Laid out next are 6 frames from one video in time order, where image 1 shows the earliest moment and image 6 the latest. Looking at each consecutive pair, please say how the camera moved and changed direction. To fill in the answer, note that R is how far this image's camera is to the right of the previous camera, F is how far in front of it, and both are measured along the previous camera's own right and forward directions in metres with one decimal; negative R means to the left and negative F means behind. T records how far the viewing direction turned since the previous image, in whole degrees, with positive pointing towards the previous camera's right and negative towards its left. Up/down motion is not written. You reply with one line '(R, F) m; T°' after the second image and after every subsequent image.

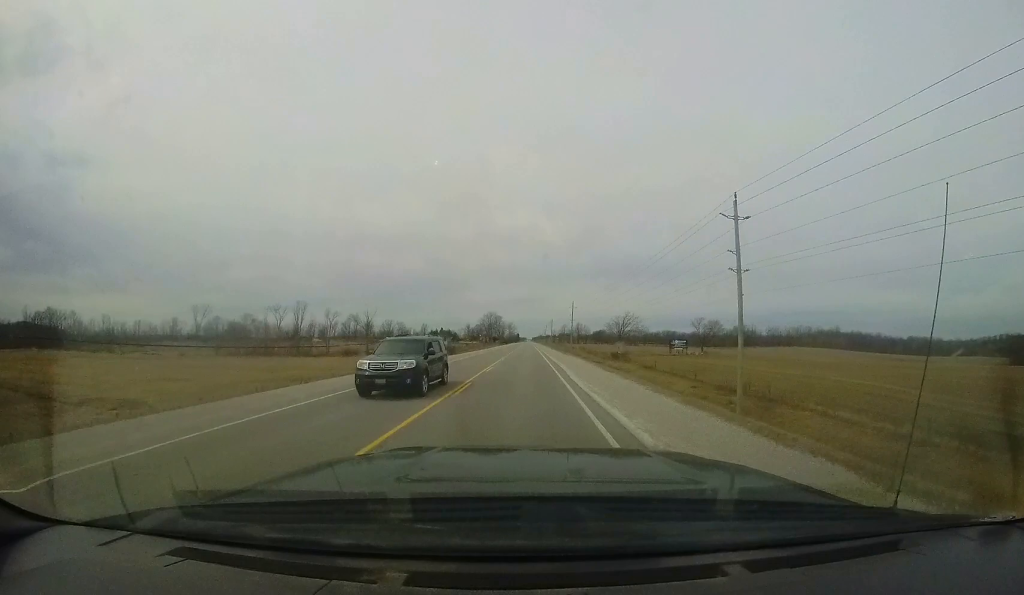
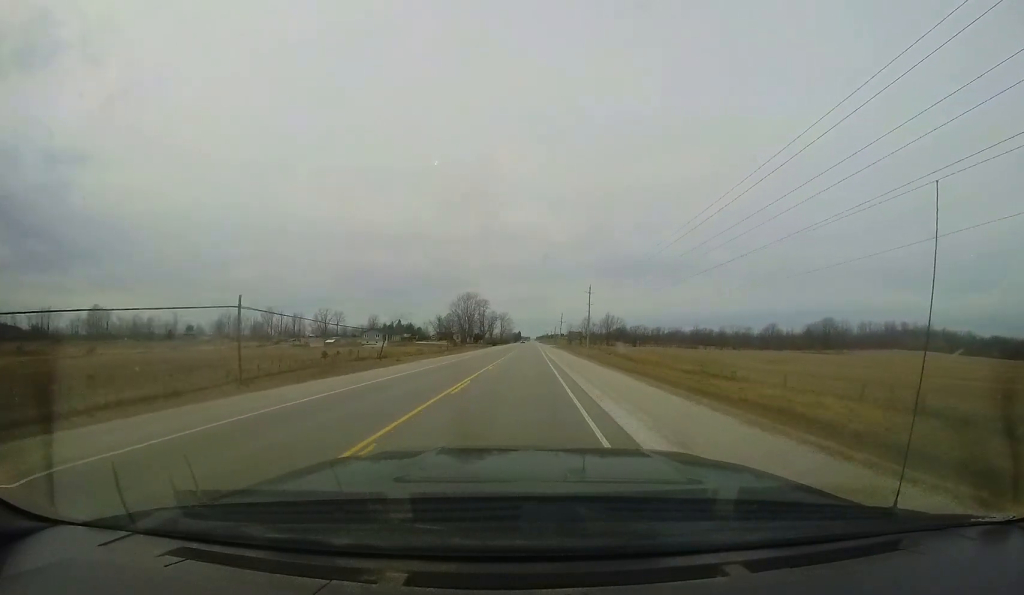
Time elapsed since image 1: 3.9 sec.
(+0.2, +106.0) m; +2°
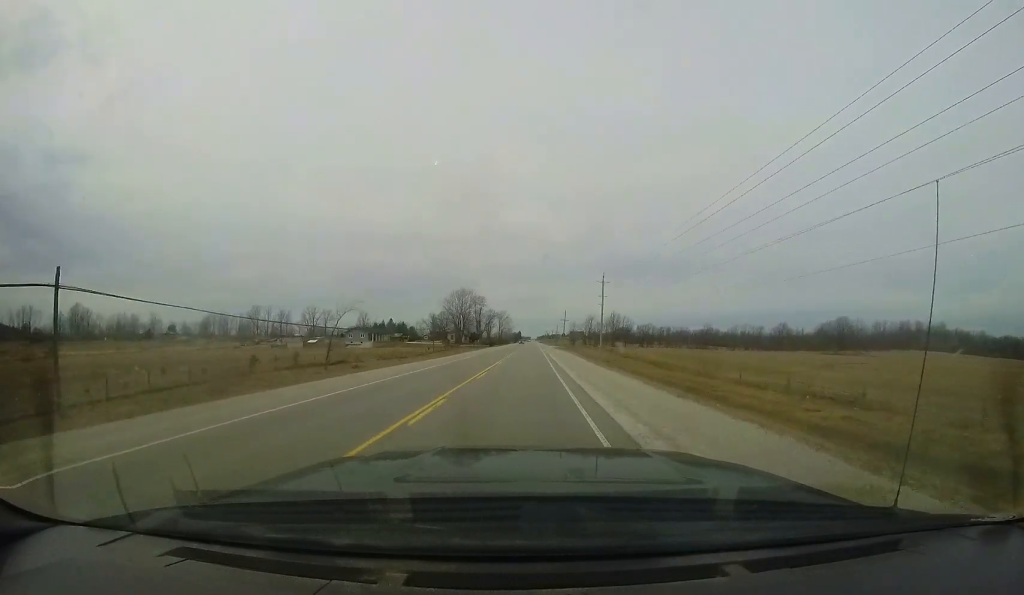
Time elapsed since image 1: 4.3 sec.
(+0.1, +12.9) m; 0°
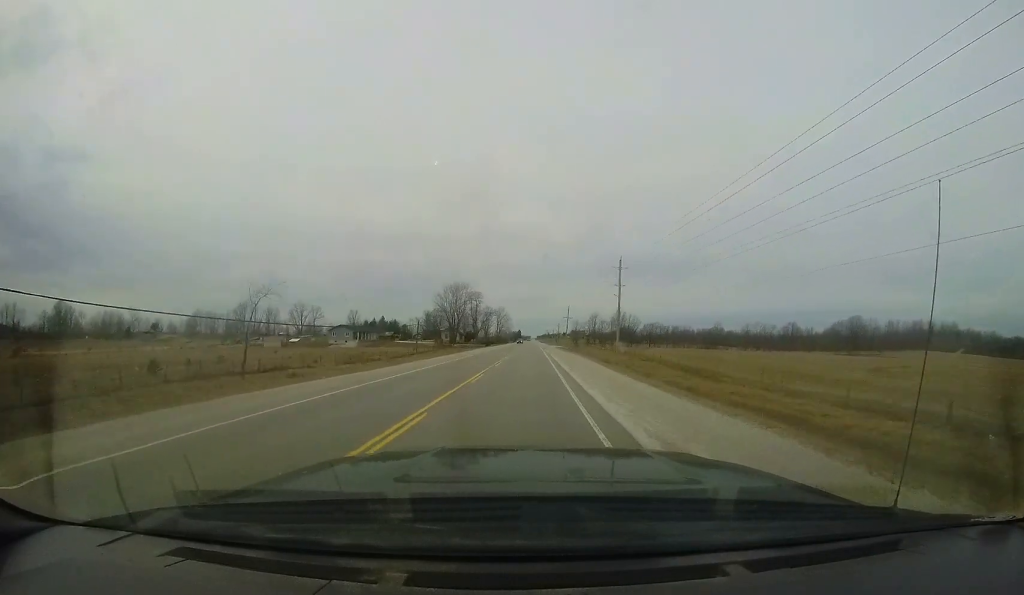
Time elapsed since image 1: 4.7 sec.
(-0.1, +11.1) m; 0°
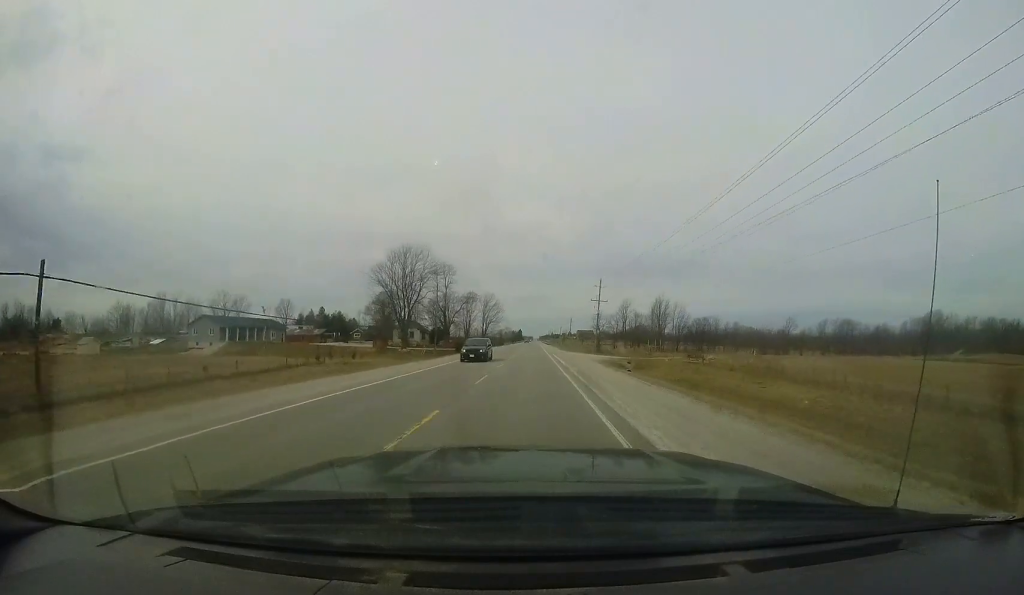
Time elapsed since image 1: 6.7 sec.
(-0.5, +54.9) m; -1°
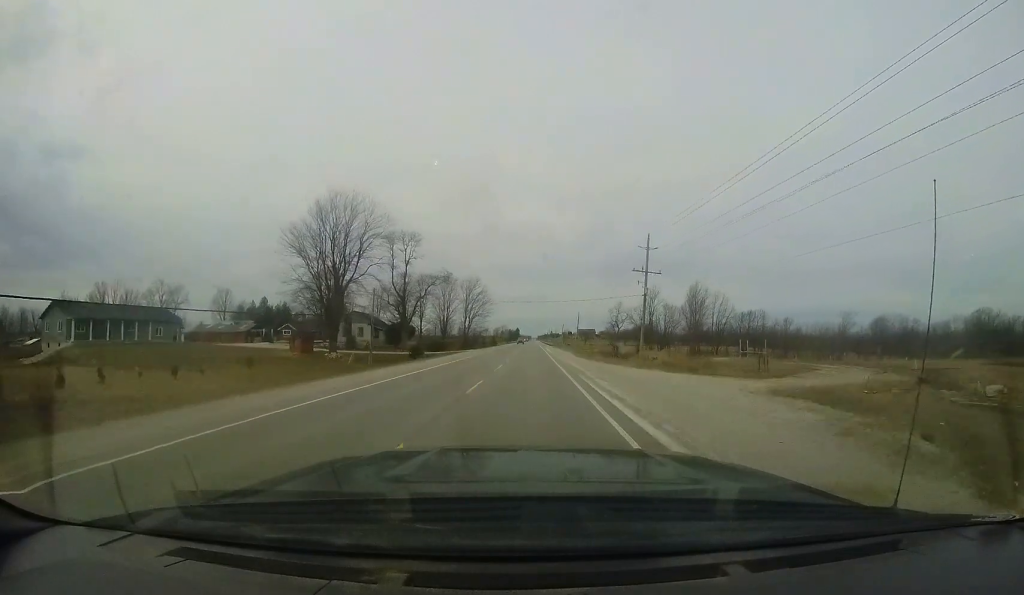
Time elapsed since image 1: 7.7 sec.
(-0.2, +29.0) m; 0°
